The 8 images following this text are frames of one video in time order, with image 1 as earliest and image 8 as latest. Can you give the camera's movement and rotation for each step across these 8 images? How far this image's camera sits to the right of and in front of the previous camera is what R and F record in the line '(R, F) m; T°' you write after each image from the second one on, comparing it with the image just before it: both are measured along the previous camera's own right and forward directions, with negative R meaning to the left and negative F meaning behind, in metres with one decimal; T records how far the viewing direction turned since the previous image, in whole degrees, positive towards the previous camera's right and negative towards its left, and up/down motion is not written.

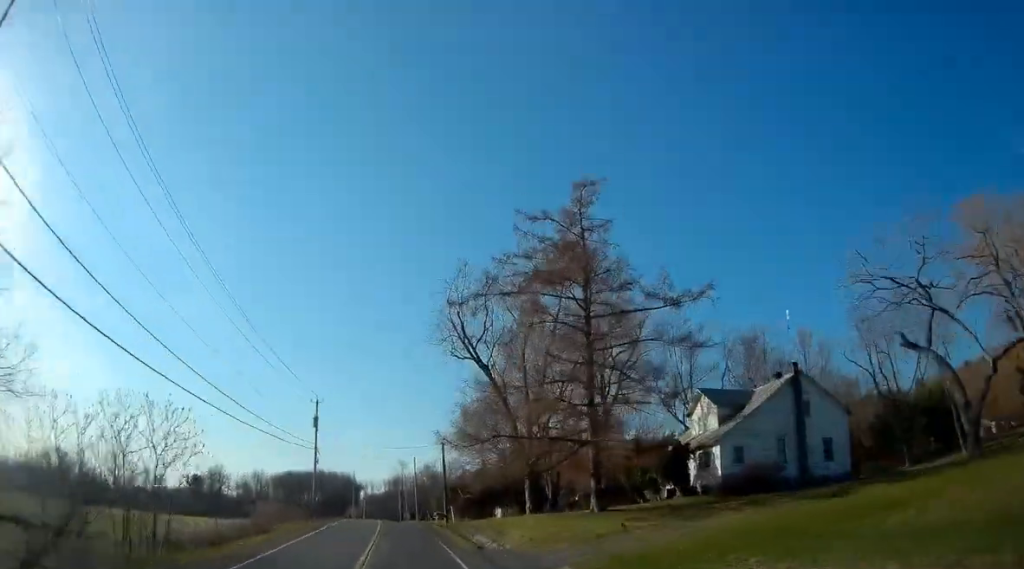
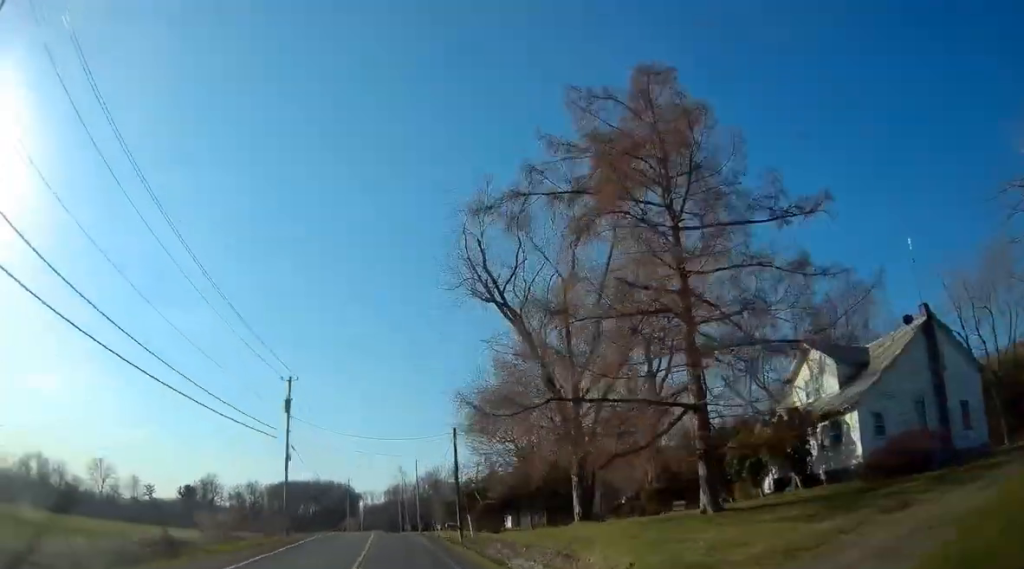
(-0.2, +12.6) m; -1°
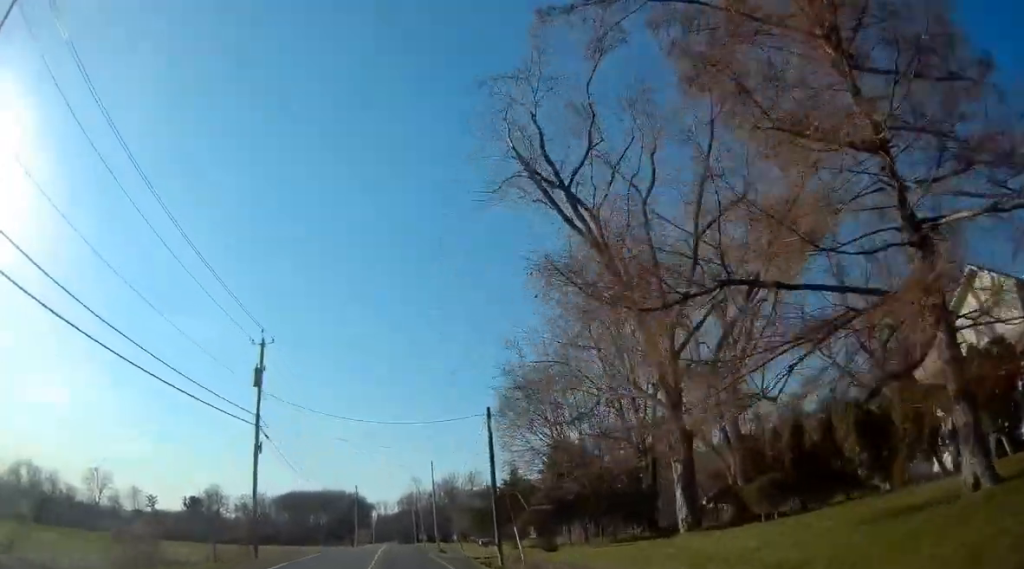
(-0.1, +11.2) m; -1°
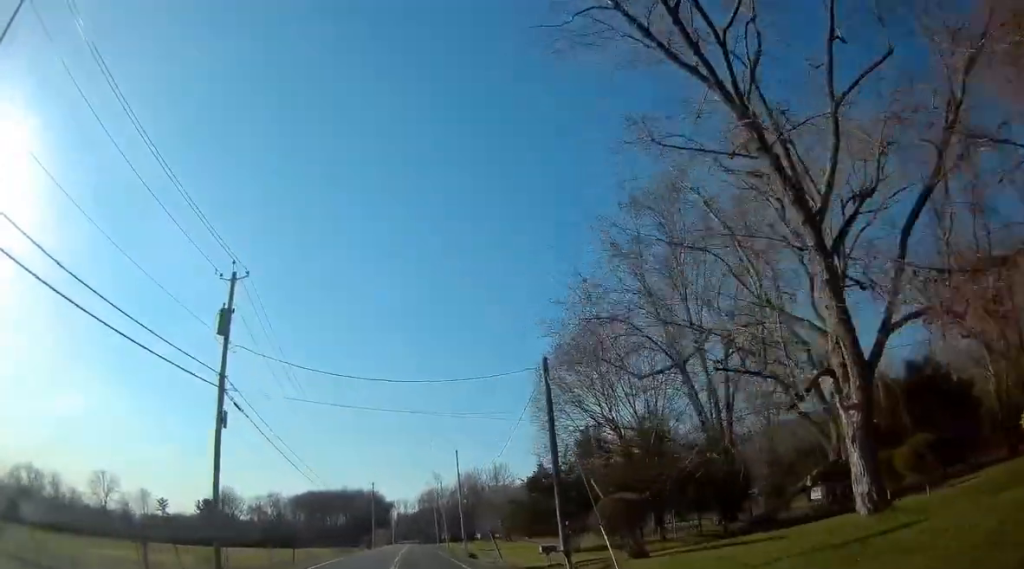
(-0.2, +8.5) m; 0°
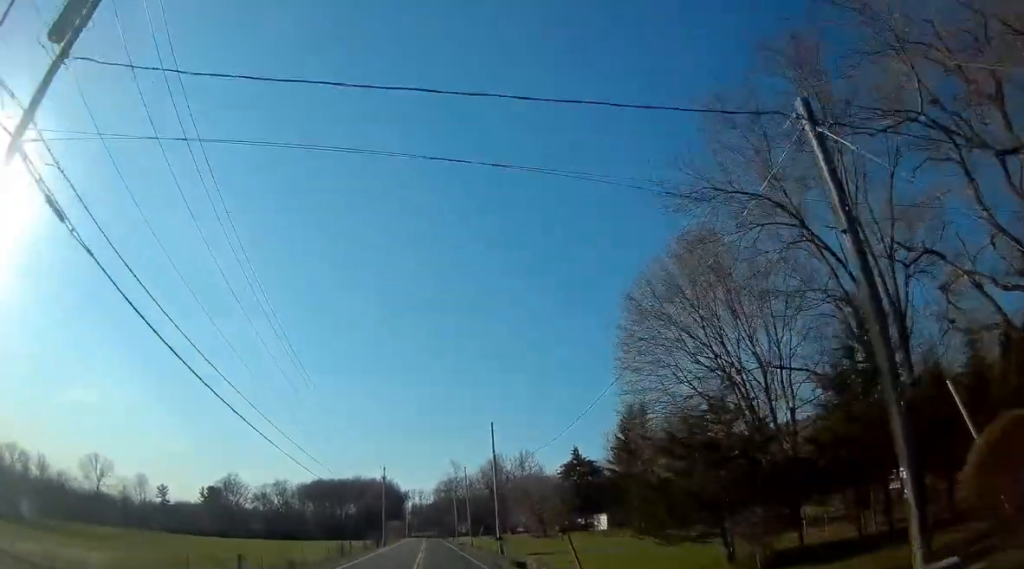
(0.0, +14.2) m; 0°
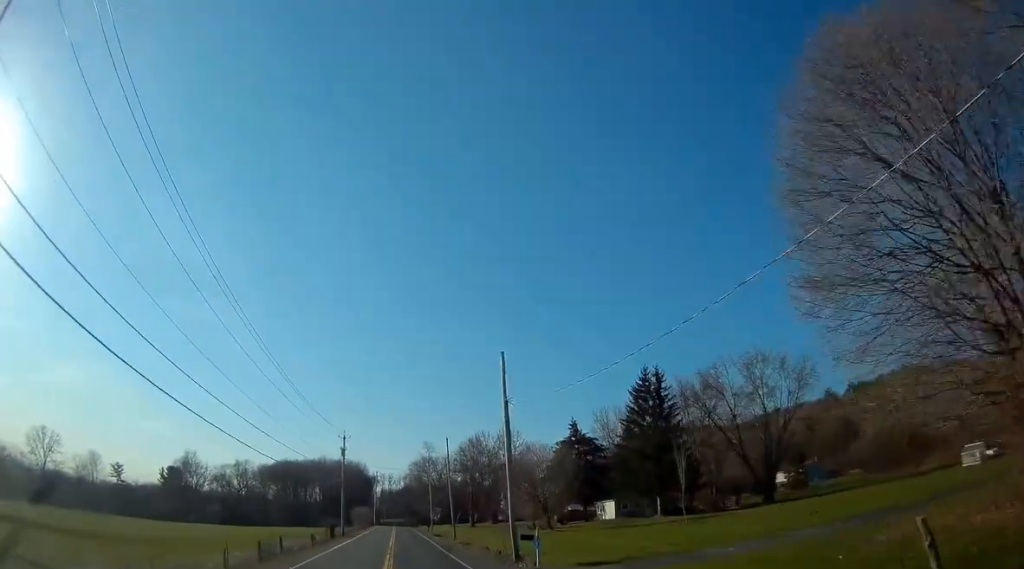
(+0.1, +17.4) m; 0°
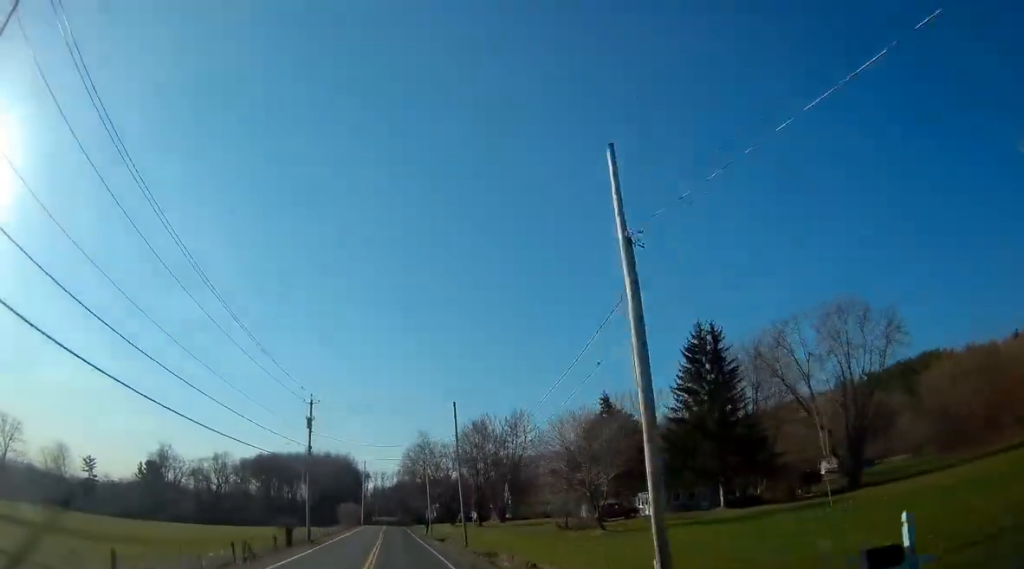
(-0.1, +18.0) m; 0°
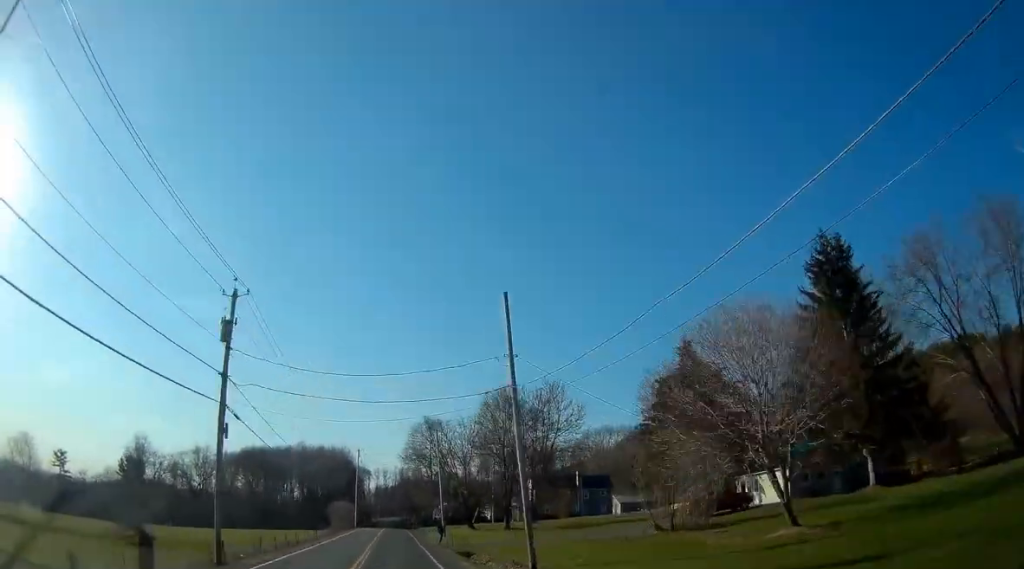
(+0.2, +21.6) m; +1°
